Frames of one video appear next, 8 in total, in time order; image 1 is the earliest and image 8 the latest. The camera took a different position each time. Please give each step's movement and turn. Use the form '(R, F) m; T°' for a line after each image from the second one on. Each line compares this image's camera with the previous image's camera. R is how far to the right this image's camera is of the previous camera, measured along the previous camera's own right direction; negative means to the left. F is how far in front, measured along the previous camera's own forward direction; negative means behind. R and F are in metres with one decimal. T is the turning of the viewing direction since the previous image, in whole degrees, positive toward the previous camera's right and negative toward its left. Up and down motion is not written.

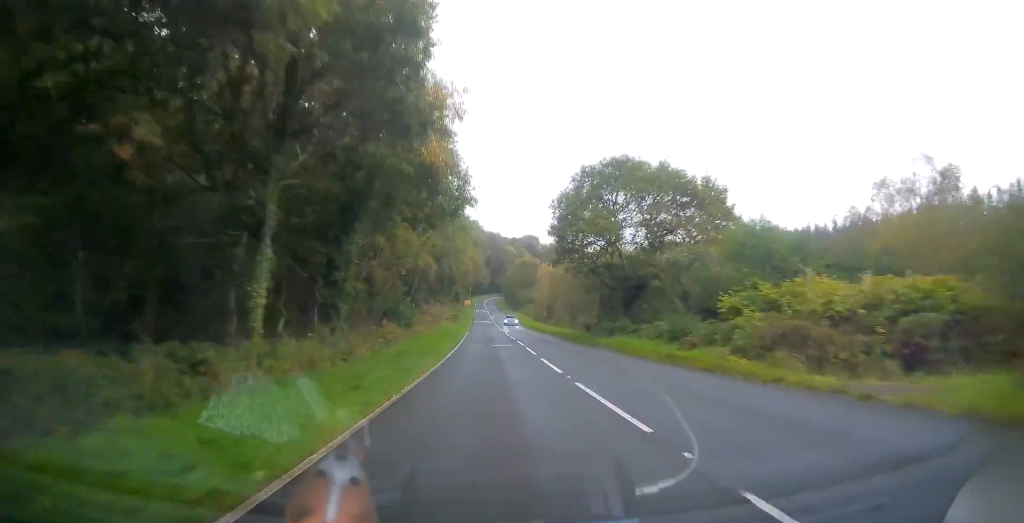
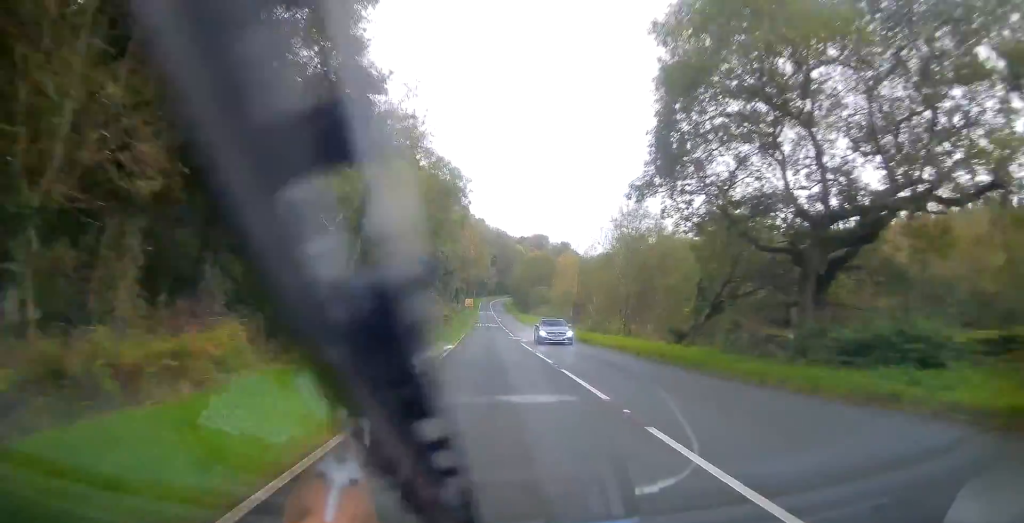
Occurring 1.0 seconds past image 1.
(-0.5, +24.1) m; -1°
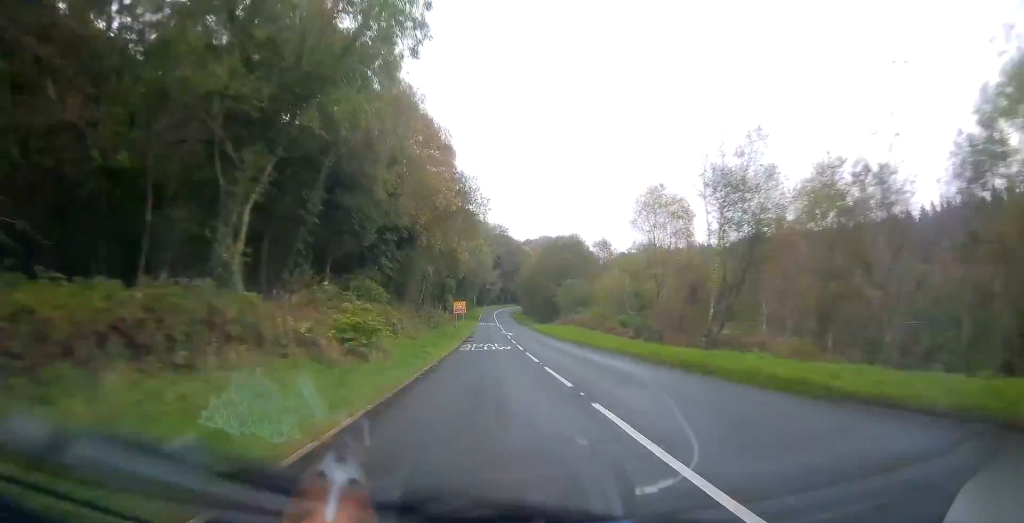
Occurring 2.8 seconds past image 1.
(+0.4, +43.2) m; +1°
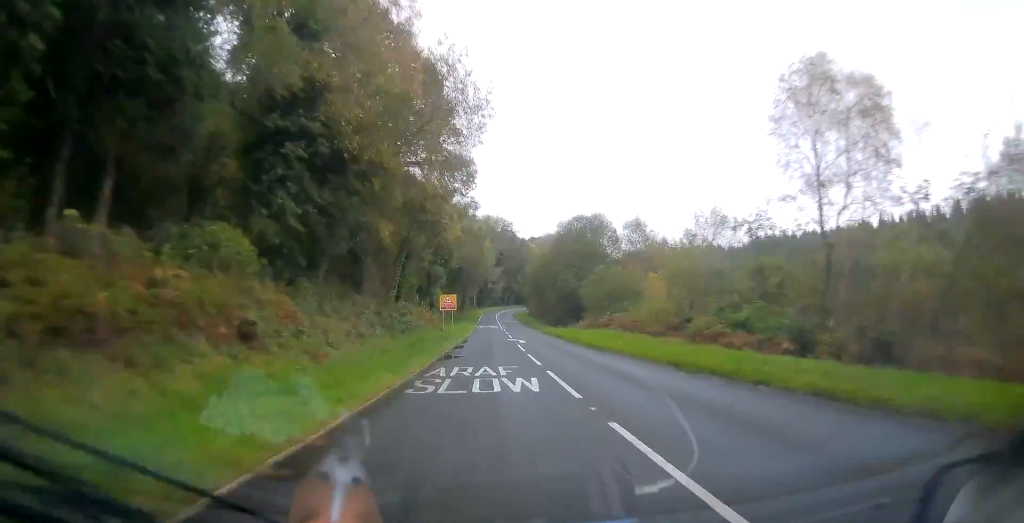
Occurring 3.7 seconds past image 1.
(0.0, +20.2) m; 0°
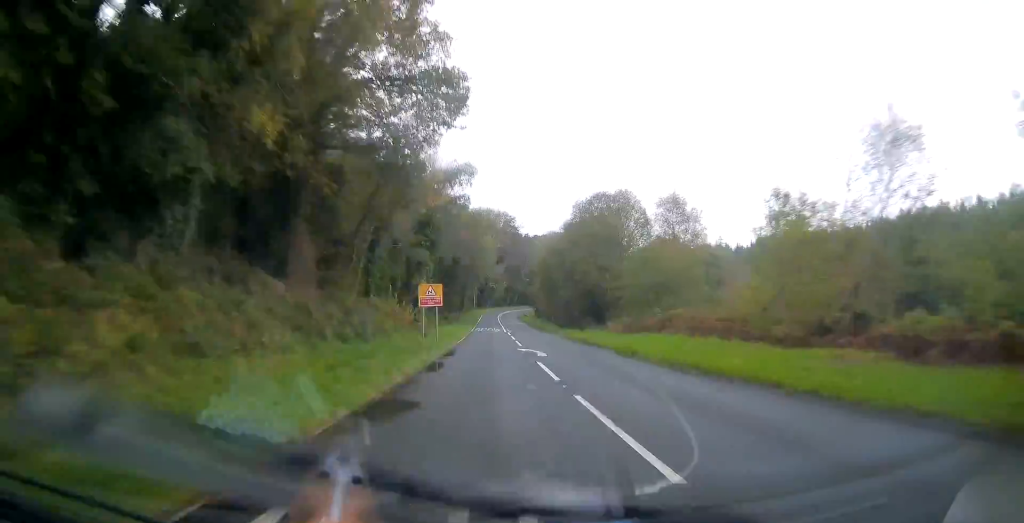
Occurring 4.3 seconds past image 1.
(+0.2, +14.5) m; -1°
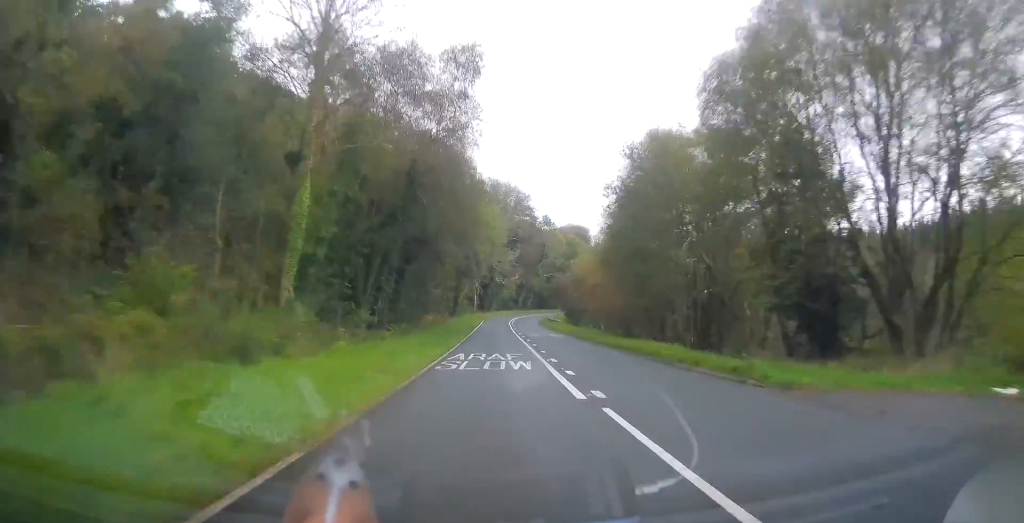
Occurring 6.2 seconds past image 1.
(-0.3, +46.9) m; 0°
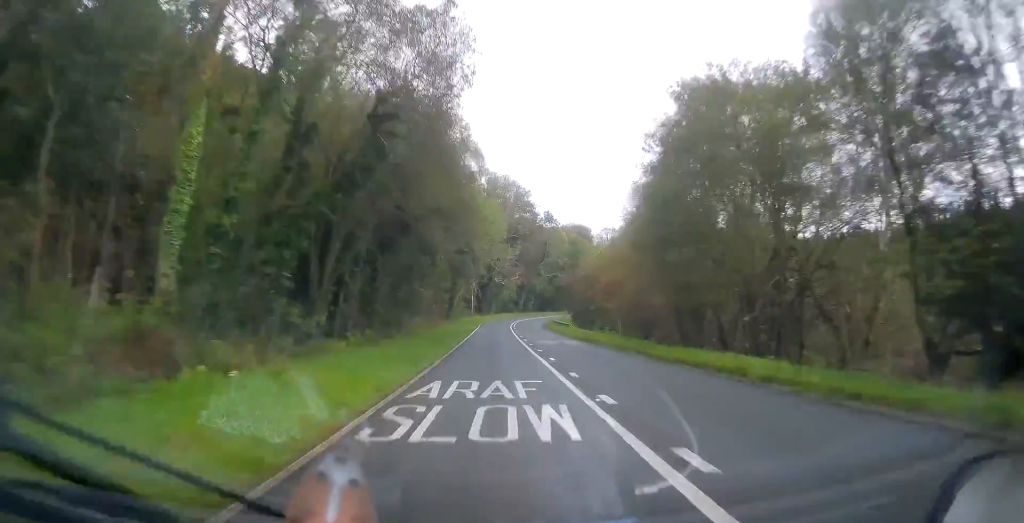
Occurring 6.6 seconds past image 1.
(-0.1, +9.4) m; 0°
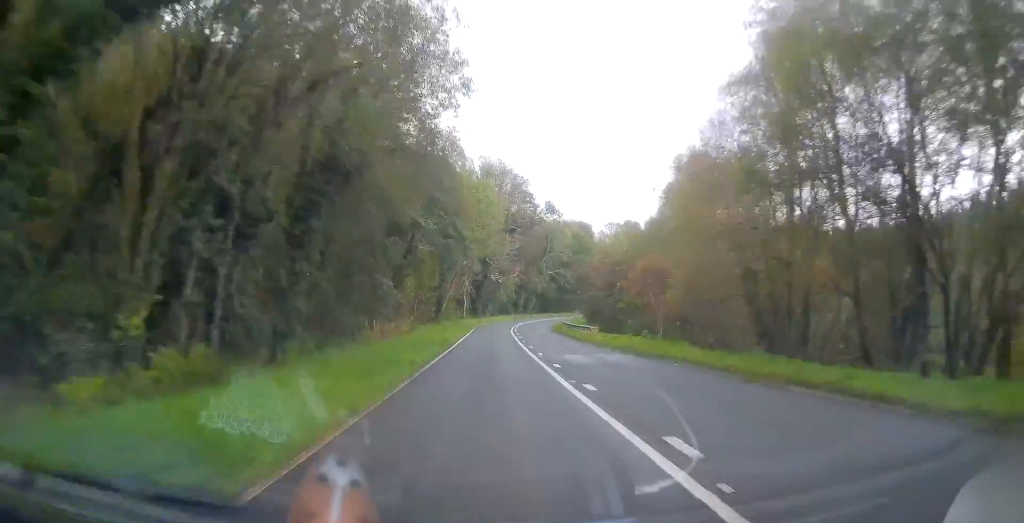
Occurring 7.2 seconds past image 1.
(-0.3, +14.8) m; 0°
